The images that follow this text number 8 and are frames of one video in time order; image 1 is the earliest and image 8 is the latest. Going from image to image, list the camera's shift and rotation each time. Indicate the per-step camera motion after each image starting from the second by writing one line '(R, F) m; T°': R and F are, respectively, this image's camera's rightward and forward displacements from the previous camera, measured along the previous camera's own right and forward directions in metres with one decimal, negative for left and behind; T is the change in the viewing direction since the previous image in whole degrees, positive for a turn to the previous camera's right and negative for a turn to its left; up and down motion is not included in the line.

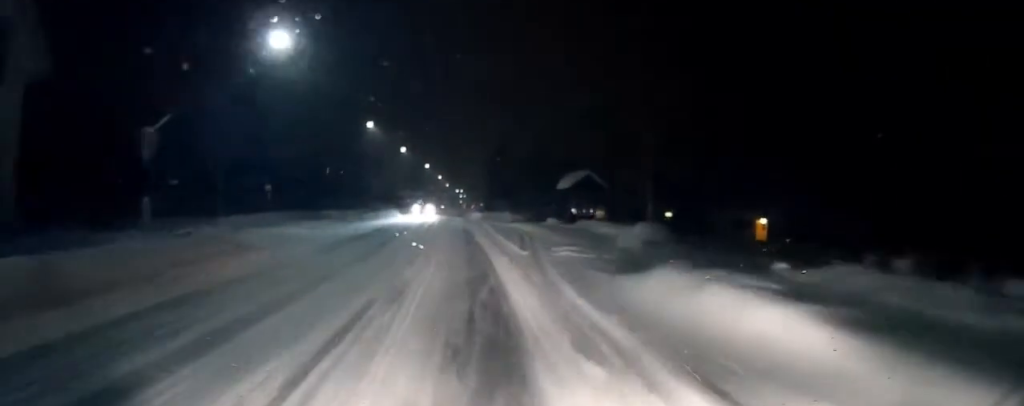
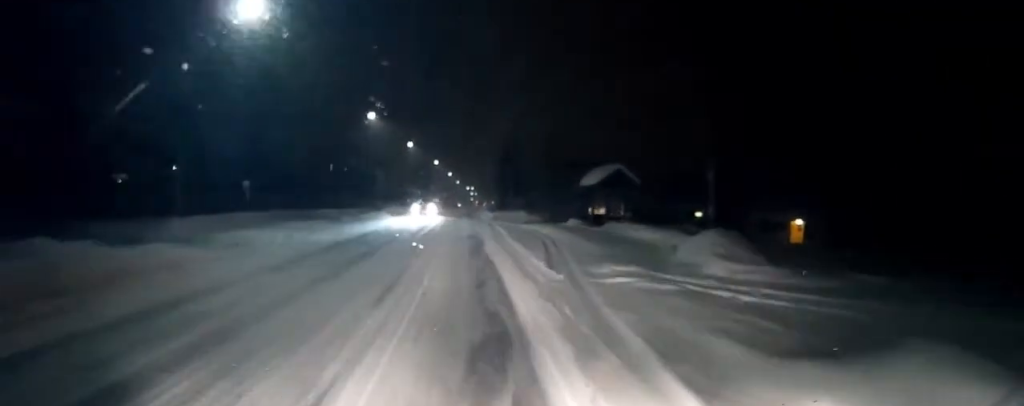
(-0.1, +5.5) m; -1°
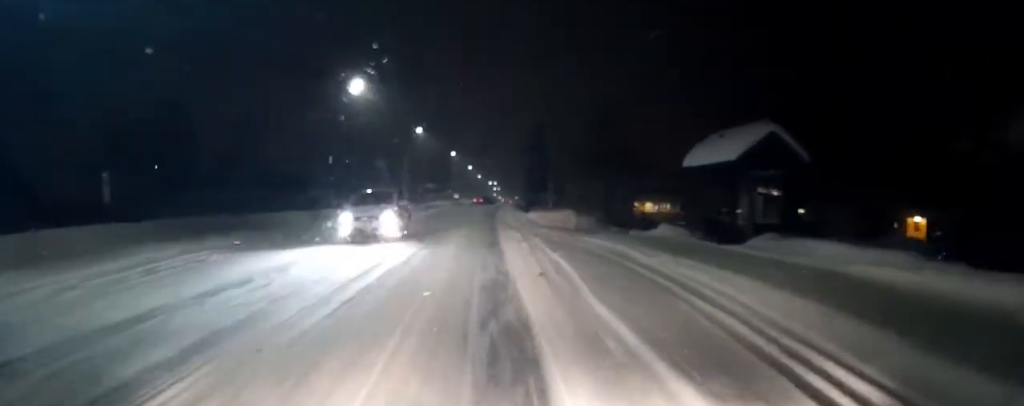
(-0.1, +15.3) m; -1°
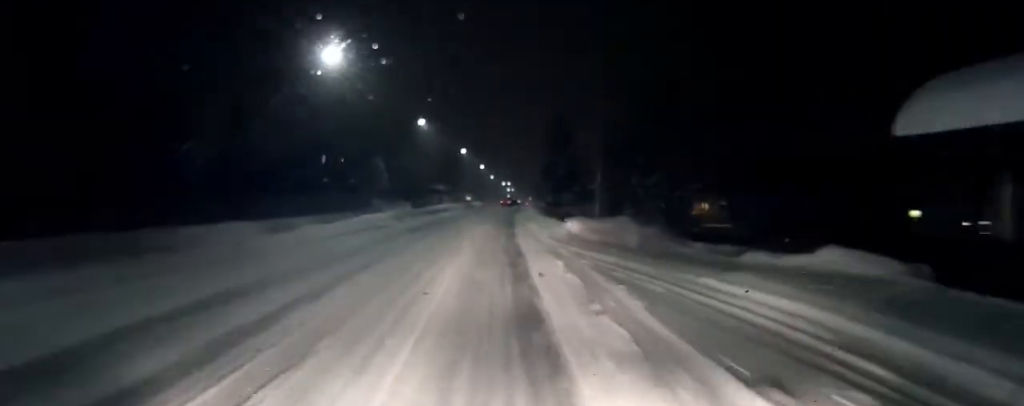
(-0.1, +10.6) m; -1°
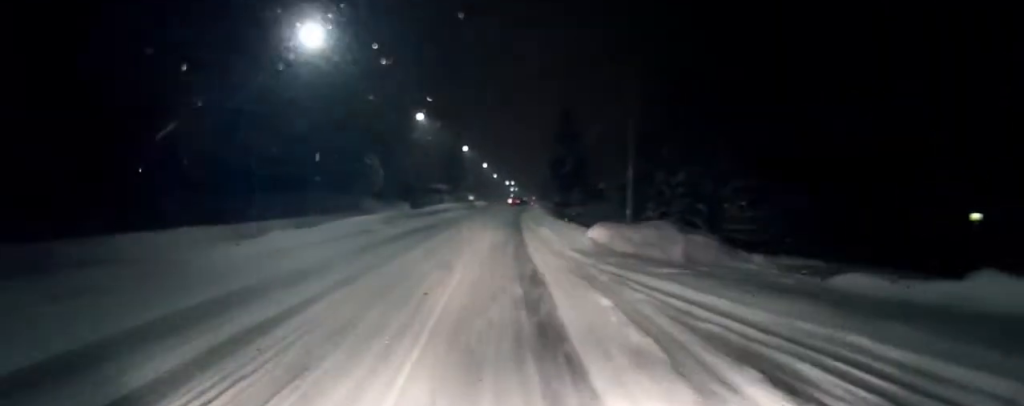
(-0.1, +4.6) m; -1°
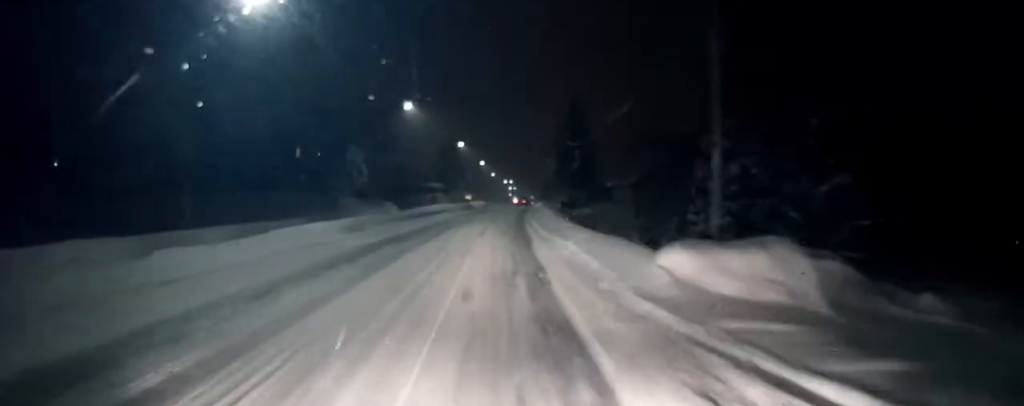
(0.0, +7.3) m; 0°
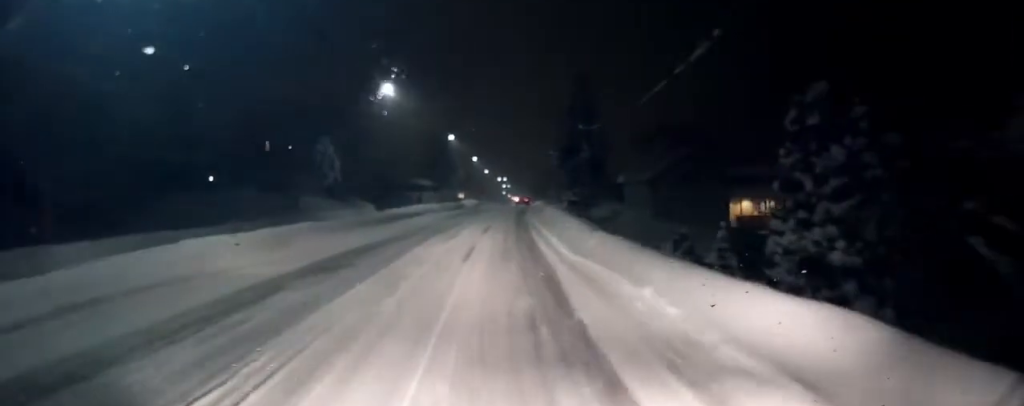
(0.0, +8.4) m; +1°
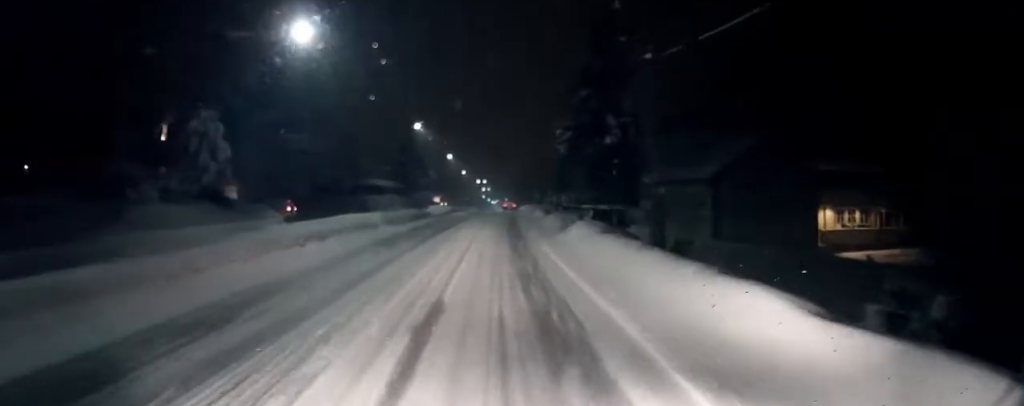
(+0.4, +18.2) m; +3°
